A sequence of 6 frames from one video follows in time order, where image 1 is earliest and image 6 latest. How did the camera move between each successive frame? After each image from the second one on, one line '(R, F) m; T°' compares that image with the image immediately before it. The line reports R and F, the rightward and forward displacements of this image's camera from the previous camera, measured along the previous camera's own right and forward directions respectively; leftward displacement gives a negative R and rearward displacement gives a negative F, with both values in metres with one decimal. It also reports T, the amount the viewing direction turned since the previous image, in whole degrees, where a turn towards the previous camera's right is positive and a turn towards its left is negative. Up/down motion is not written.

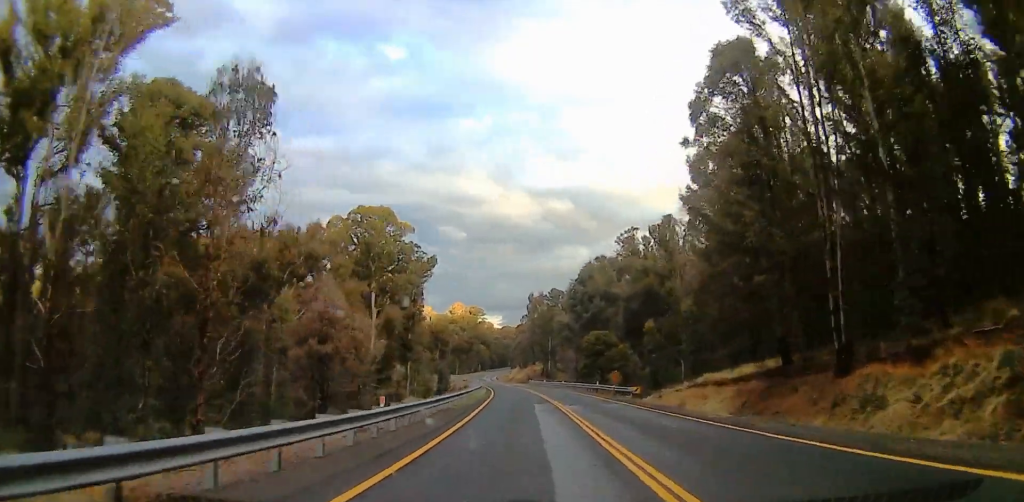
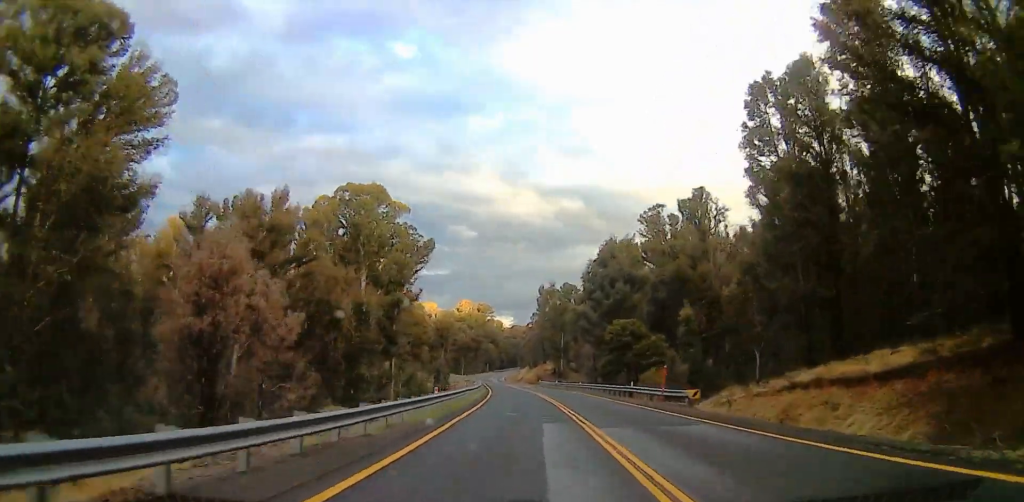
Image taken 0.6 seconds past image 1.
(+0.3, +14.7) m; 0°
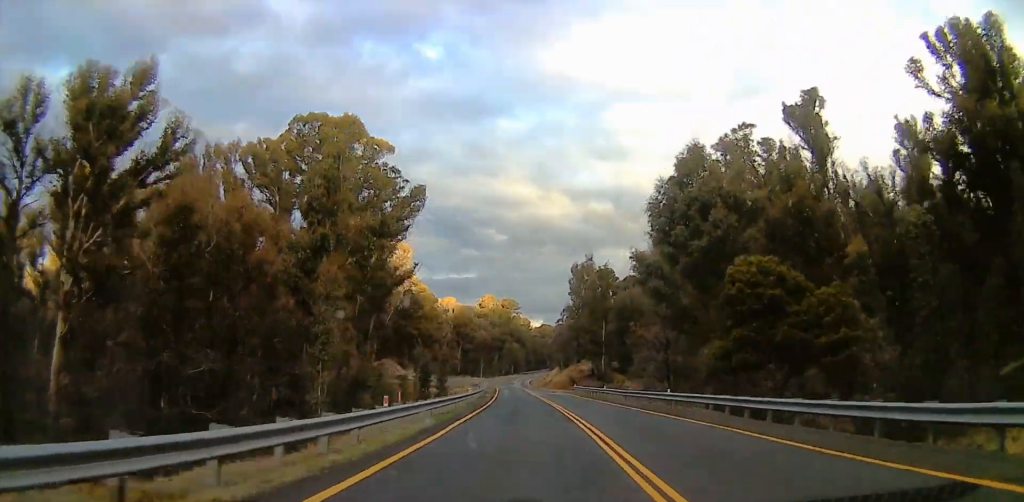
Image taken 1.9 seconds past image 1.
(-1.0, +32.1) m; -3°
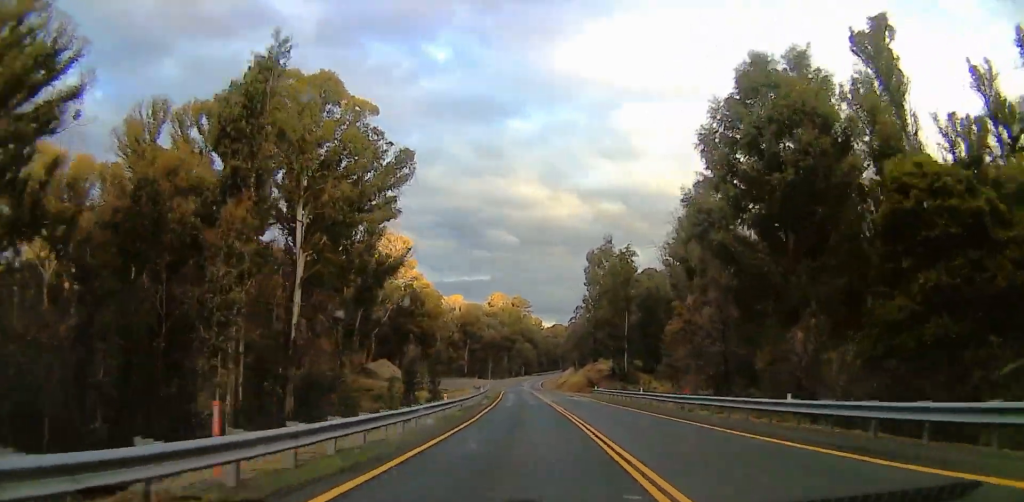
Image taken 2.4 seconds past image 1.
(-0.2, +14.4) m; -1°
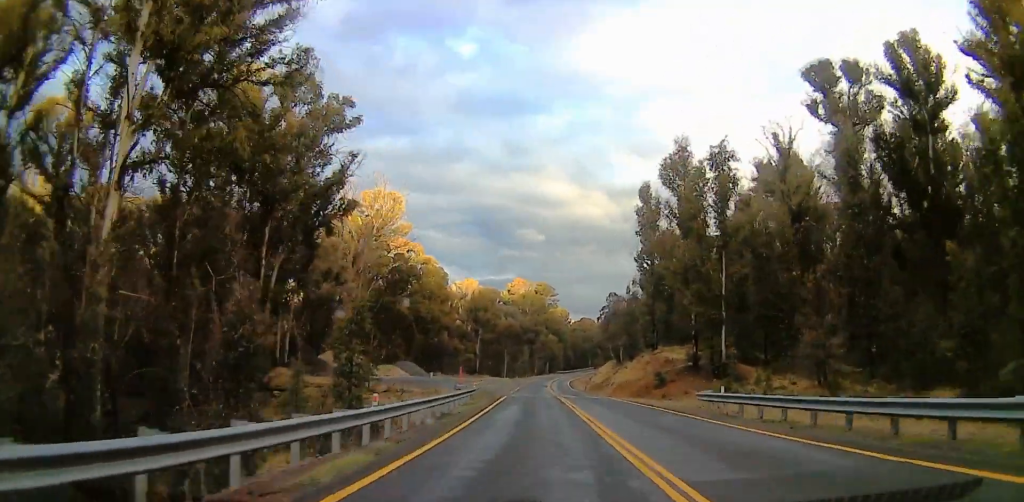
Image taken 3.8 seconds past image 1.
(-0.8, +36.8) m; -3°
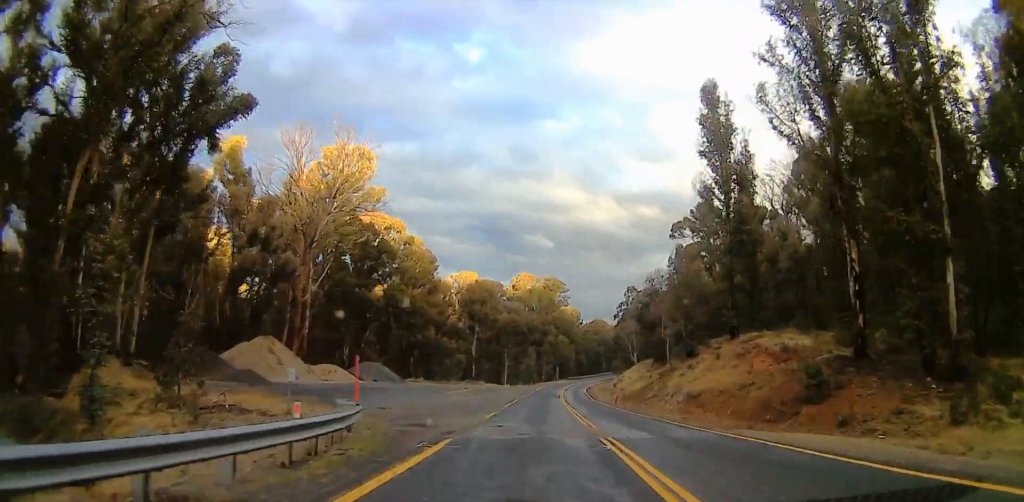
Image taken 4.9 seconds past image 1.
(-0.6, +28.5) m; 0°
